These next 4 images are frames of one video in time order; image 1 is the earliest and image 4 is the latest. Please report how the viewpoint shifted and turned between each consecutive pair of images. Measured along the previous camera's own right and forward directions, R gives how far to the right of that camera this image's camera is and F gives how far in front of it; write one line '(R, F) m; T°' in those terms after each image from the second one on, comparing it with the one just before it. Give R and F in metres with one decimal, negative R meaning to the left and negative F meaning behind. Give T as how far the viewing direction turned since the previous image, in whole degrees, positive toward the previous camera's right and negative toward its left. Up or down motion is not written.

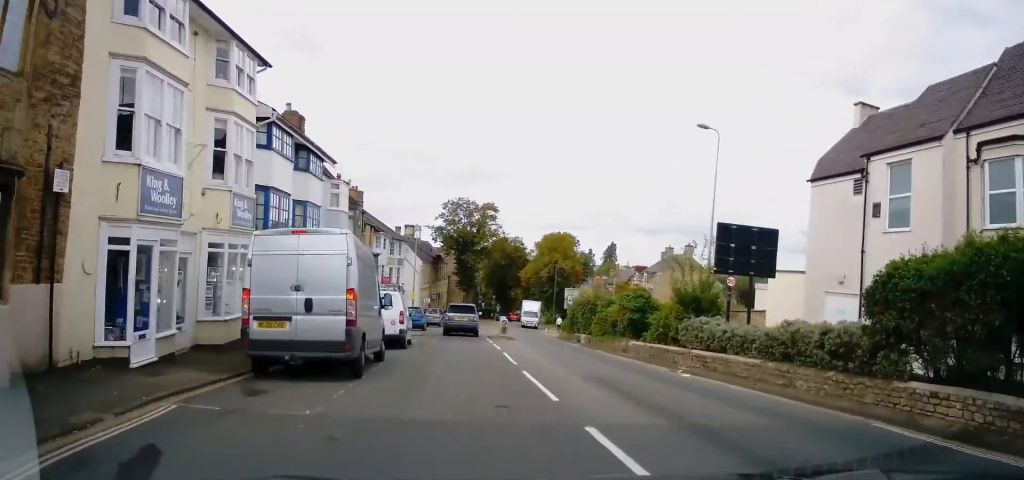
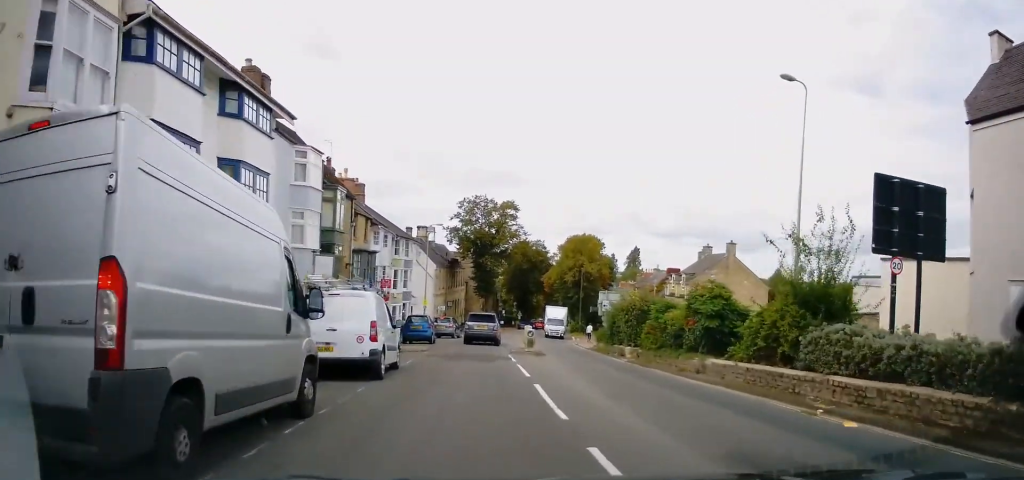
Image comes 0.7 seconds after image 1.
(-0.3, +6.6) m; -2°
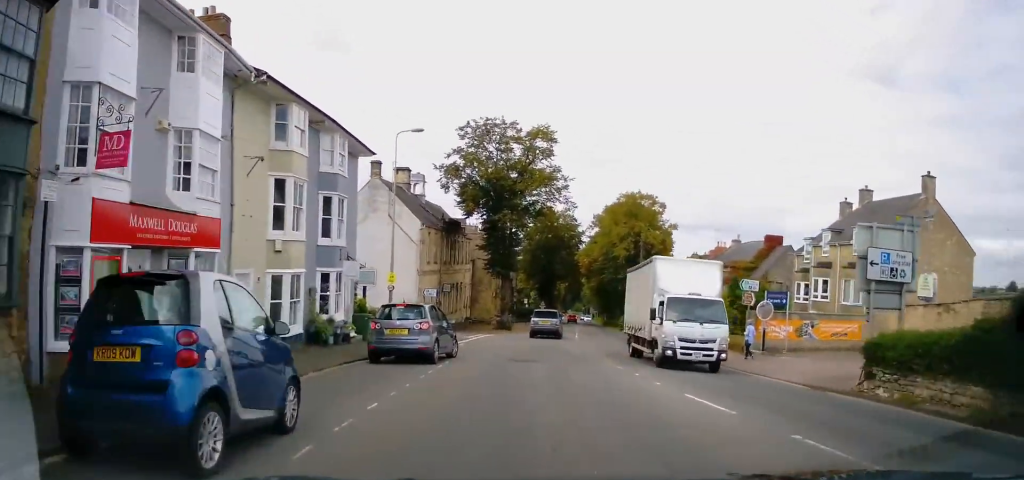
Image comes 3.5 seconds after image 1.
(-0.6, +26.8) m; 0°
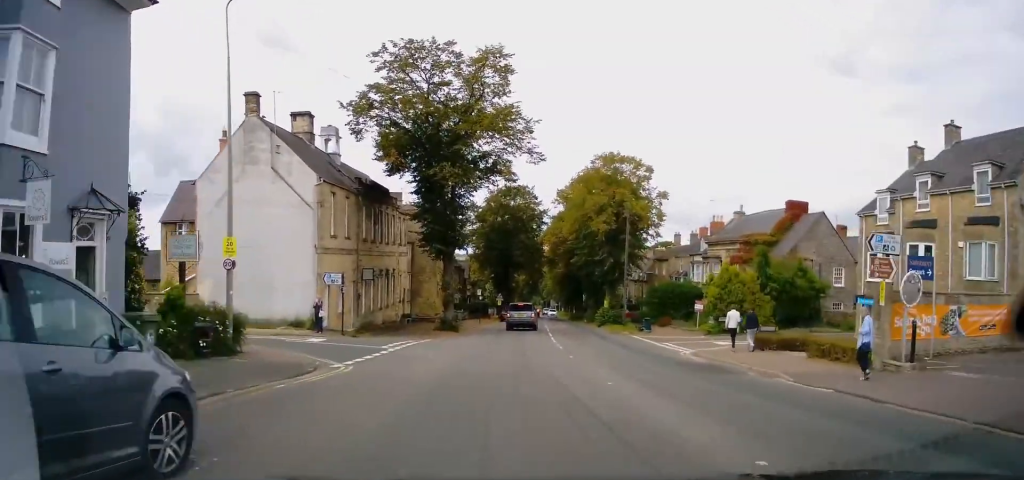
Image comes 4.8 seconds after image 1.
(+0.5, +13.1) m; +3°
